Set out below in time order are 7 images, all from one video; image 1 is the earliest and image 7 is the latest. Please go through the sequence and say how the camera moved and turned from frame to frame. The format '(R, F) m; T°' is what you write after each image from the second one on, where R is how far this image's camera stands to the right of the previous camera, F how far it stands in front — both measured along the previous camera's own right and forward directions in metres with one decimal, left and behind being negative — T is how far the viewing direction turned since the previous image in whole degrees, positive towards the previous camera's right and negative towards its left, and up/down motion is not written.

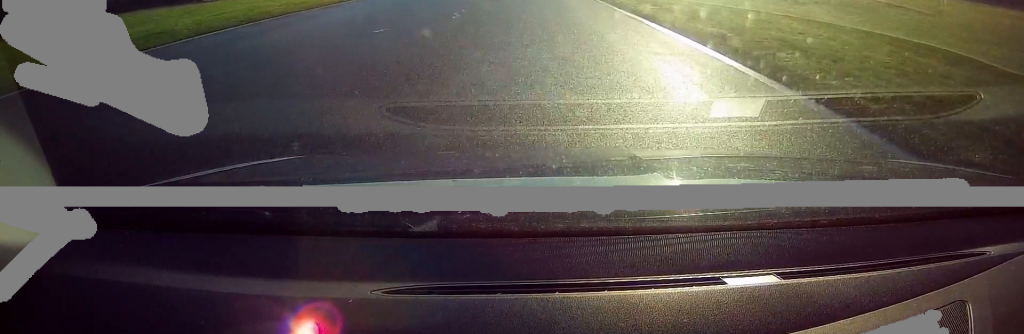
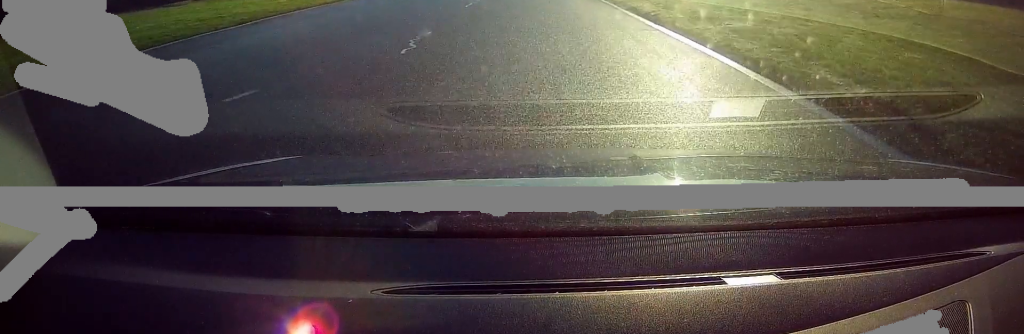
(-0.1, +6.7) m; -1°
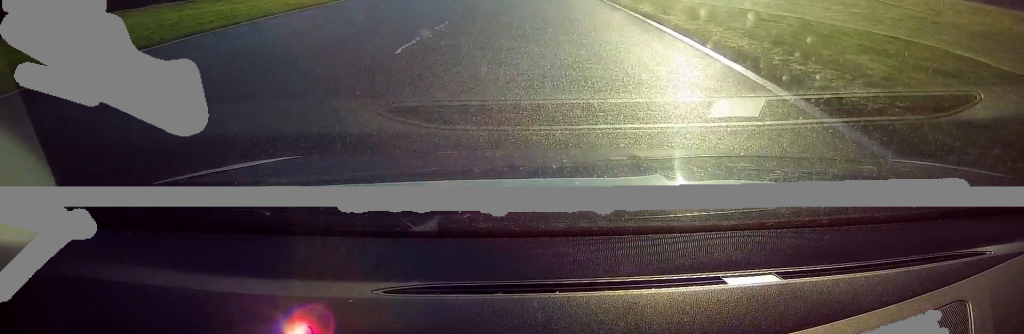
(-0.1, +10.3) m; -1°
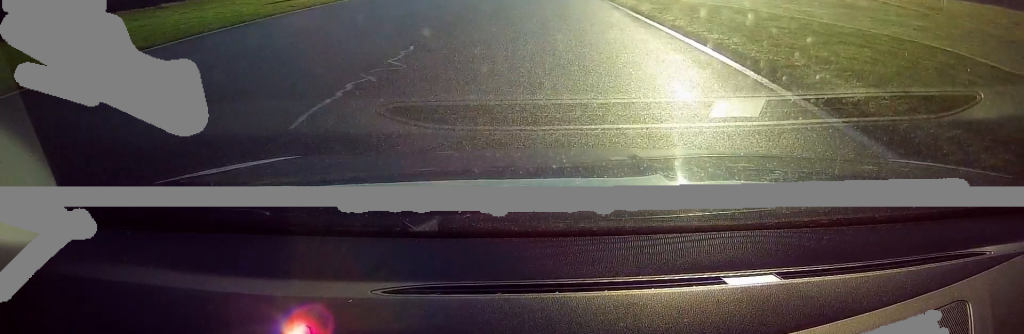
(0.0, +4.3) m; 0°
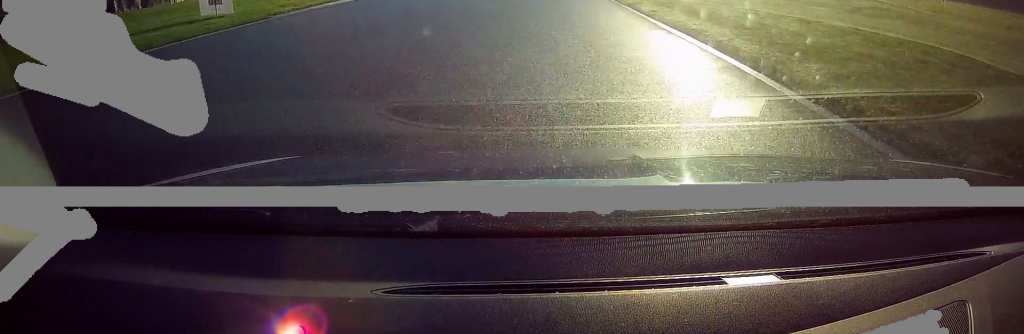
(-0.1, +11.5) m; 0°
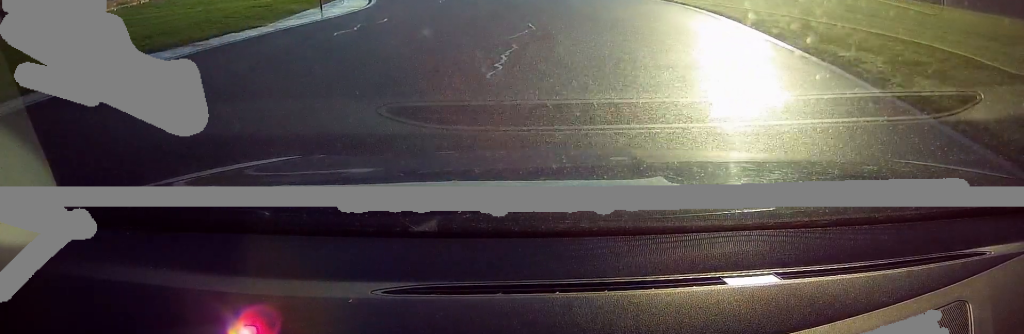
(-0.1, +20.6) m; -2°
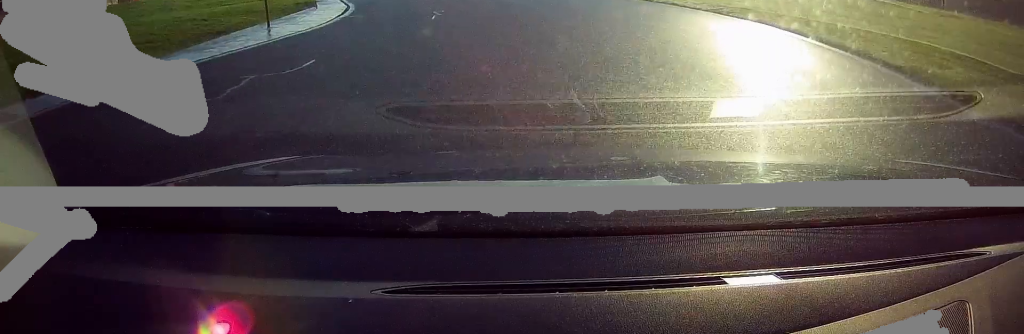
(-0.1, +7.1) m; -2°
